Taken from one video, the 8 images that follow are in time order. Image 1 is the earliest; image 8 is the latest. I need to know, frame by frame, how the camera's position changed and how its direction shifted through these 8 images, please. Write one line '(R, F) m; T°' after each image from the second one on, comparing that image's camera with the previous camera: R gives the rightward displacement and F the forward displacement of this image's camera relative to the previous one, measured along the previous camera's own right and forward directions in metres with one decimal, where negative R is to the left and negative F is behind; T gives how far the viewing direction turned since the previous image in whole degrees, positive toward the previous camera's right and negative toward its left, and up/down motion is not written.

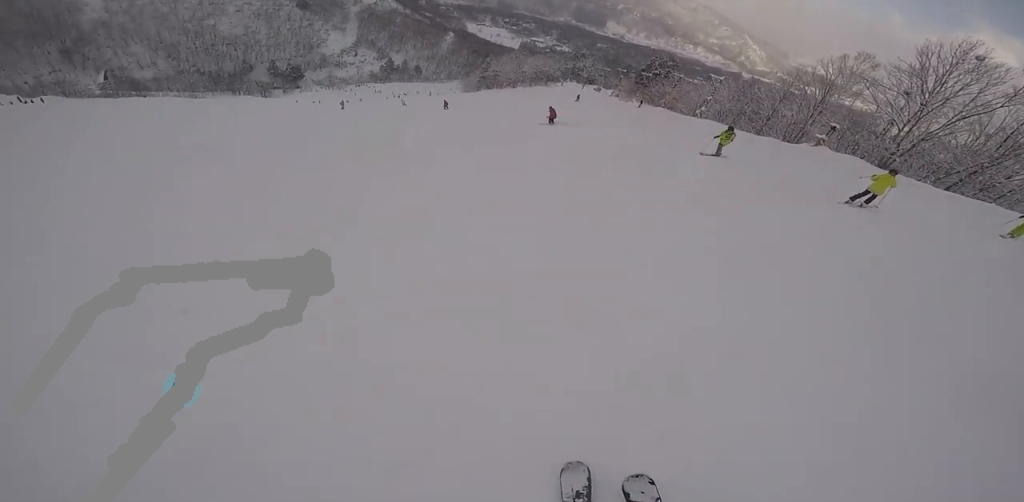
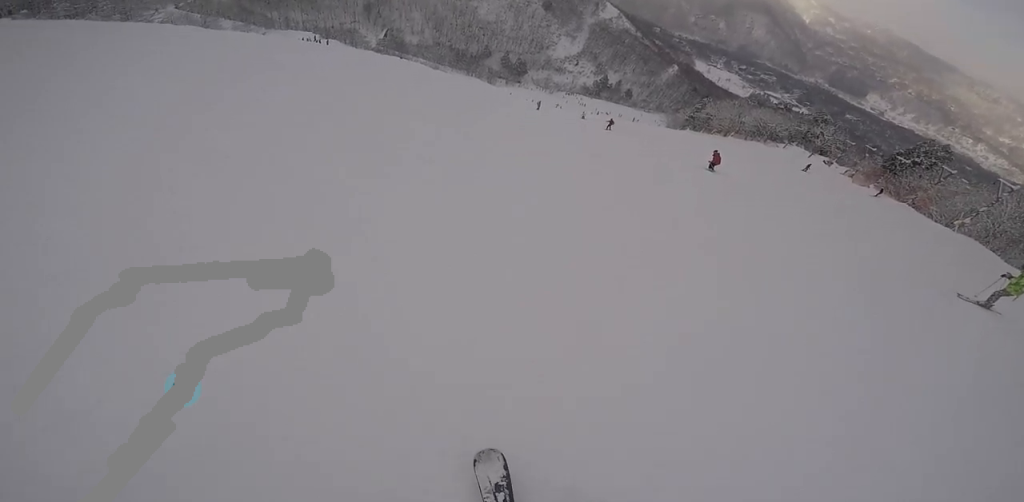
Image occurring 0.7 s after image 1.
(-0.2, +3.2) m; -12°
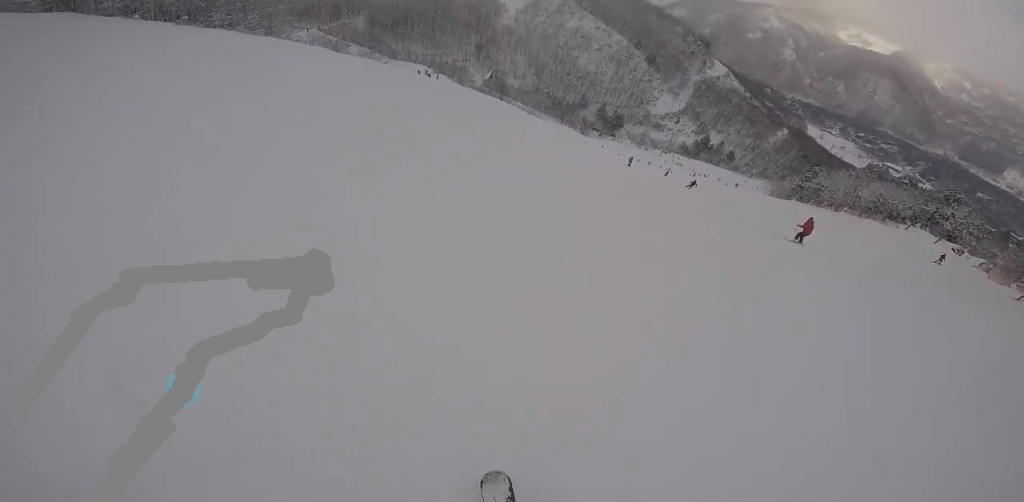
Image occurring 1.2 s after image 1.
(0.0, +2.3) m; -17°
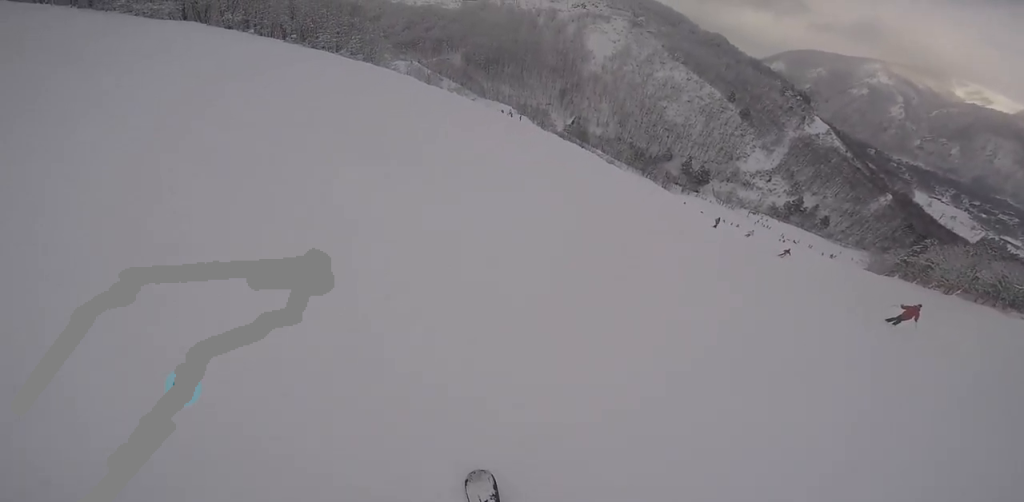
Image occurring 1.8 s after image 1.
(-0.2, +2.4) m; -15°
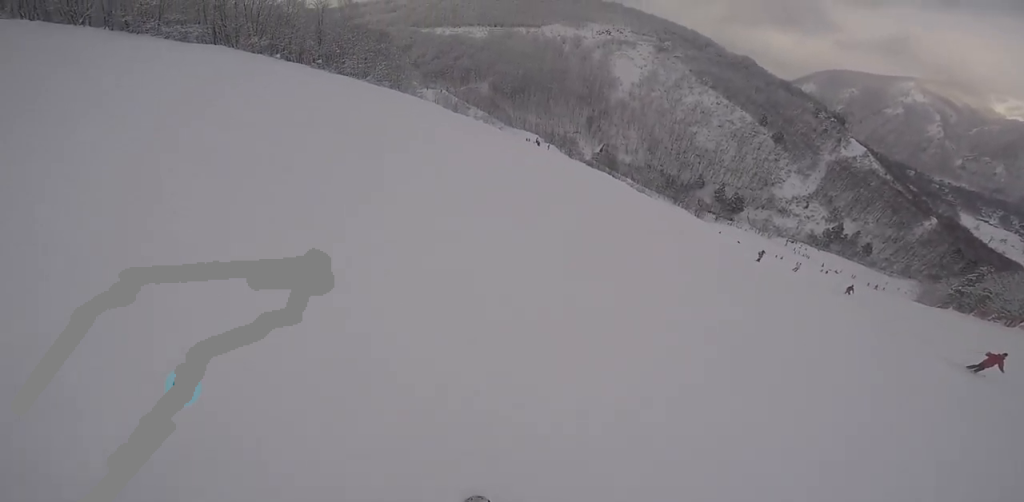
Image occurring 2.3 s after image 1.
(-0.8, +2.0) m; -6°
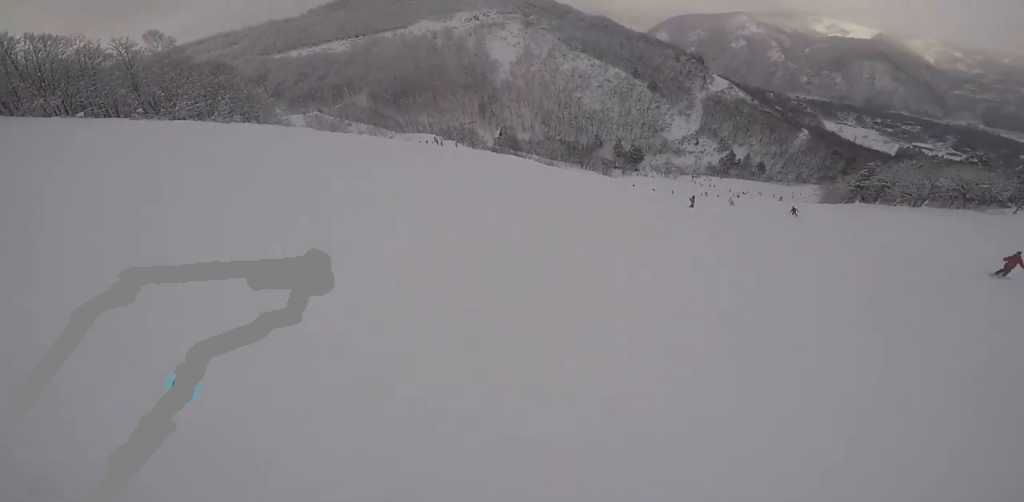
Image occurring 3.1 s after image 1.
(-0.2, +3.9) m; +13°
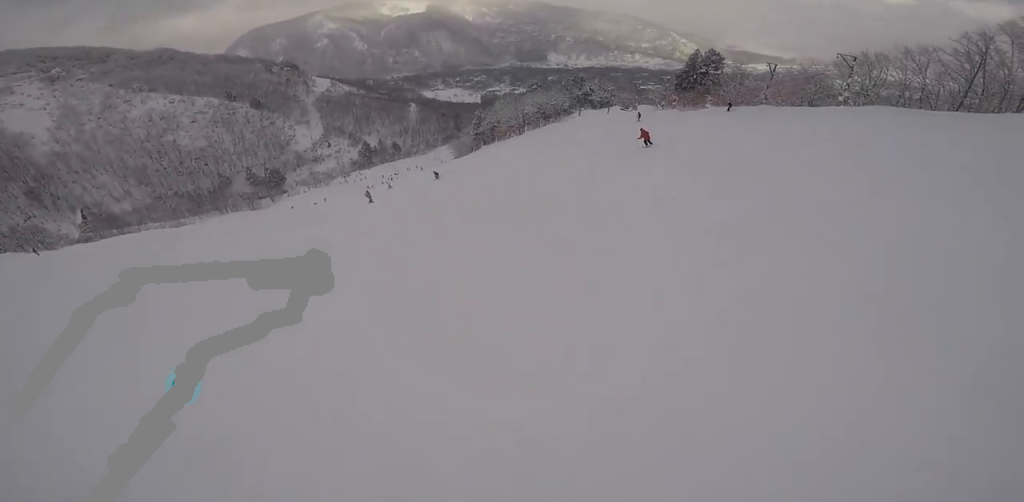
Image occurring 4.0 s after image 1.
(+1.0, +3.8) m; +31°
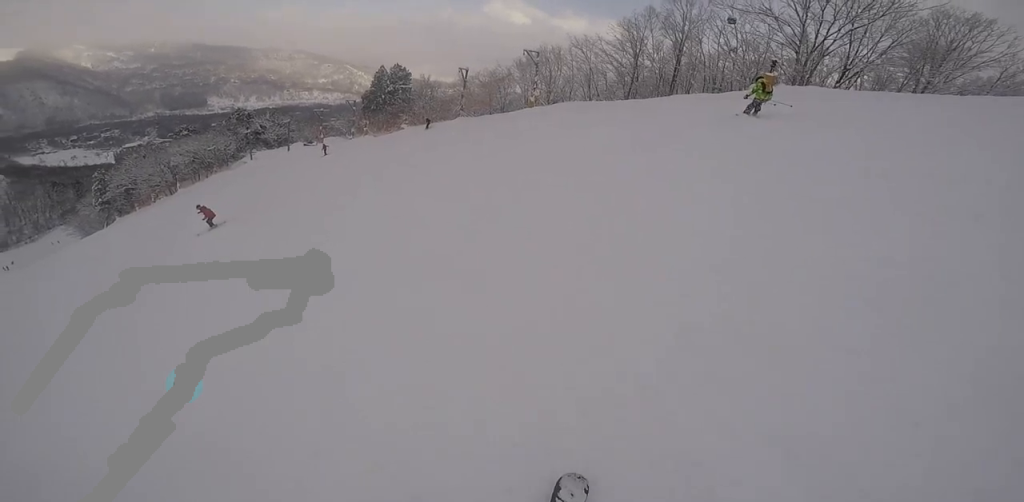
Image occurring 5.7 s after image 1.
(+3.8, +8.5) m; +38°
